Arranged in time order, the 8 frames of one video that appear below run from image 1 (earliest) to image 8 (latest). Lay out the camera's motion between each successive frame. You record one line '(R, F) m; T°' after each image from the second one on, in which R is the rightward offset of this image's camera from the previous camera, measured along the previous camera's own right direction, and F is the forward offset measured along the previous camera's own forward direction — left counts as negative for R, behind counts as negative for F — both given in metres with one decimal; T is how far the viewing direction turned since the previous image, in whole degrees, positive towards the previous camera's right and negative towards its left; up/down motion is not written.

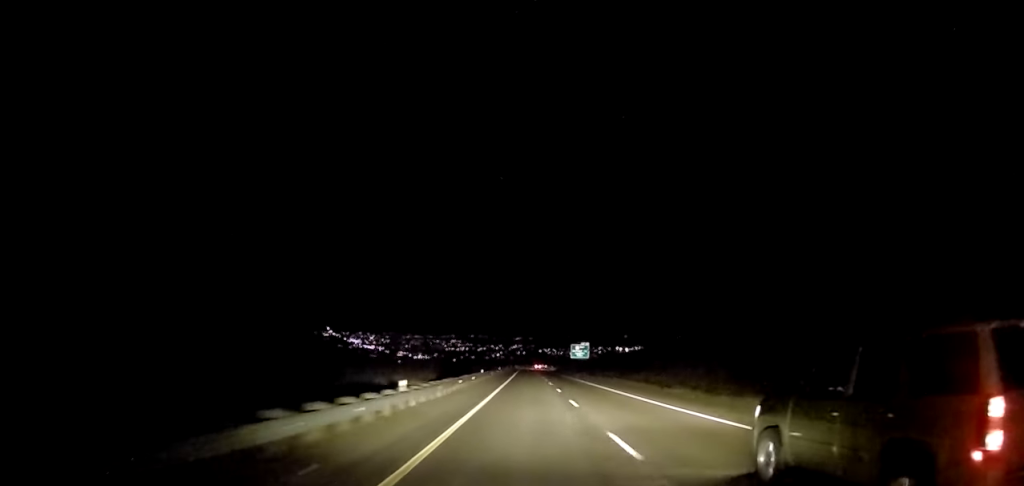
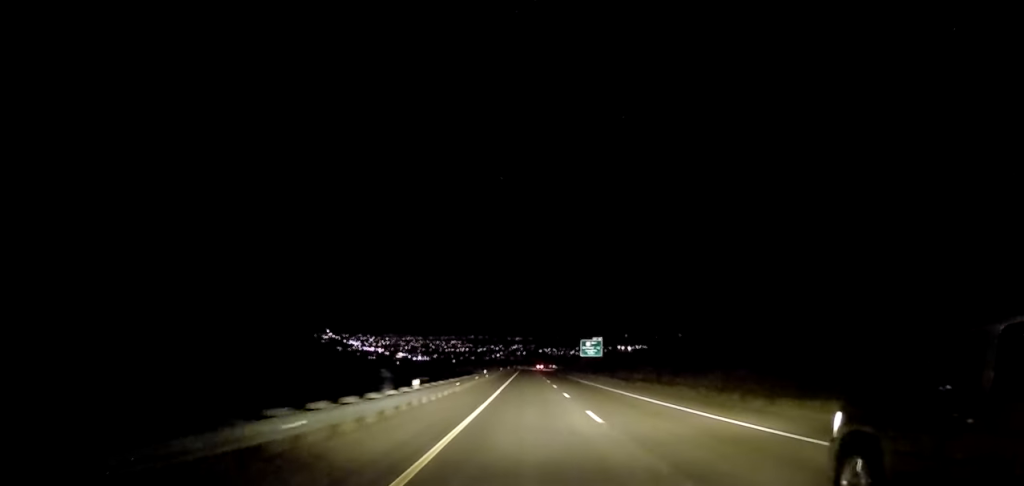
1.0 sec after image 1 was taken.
(0.0, +30.1) m; 0°
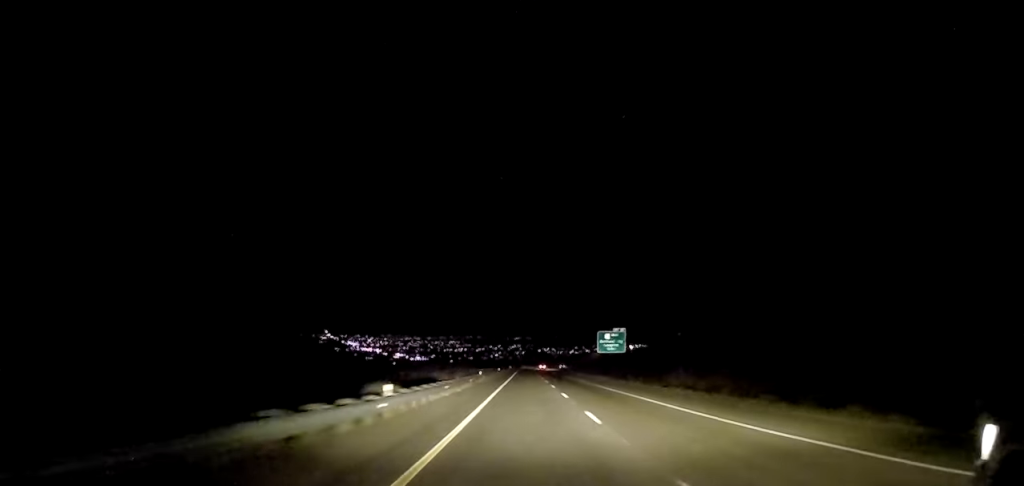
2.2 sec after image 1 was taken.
(0.0, +37.2) m; 0°
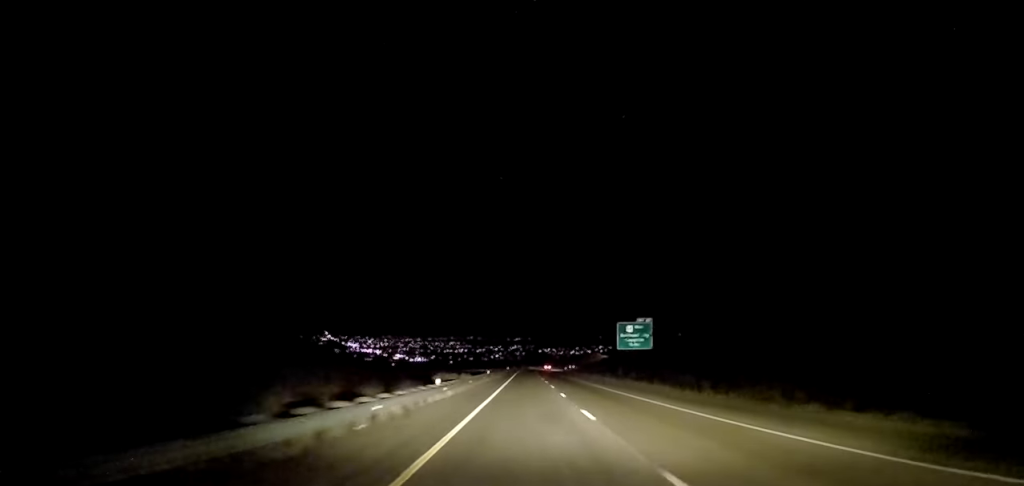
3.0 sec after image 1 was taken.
(0.0, +23.2) m; 0°
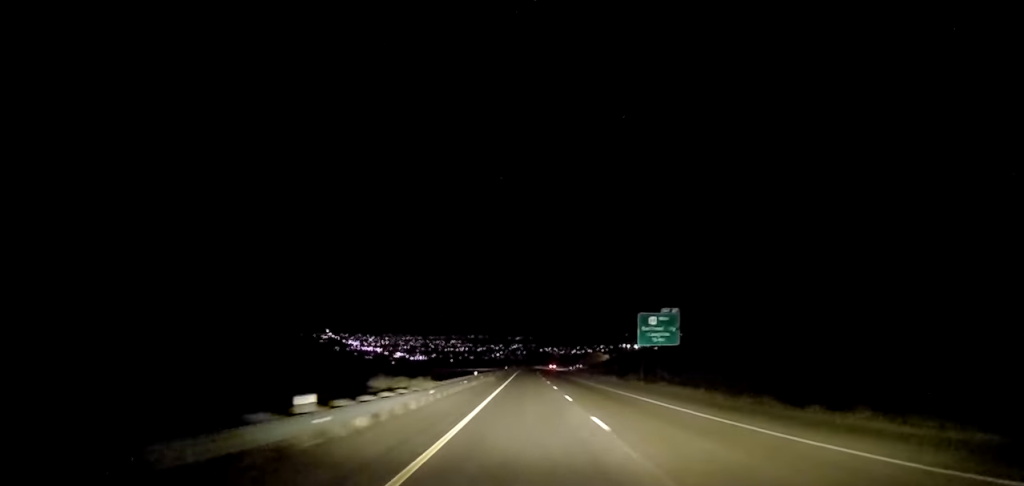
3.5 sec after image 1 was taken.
(0.0, +15.1) m; 0°
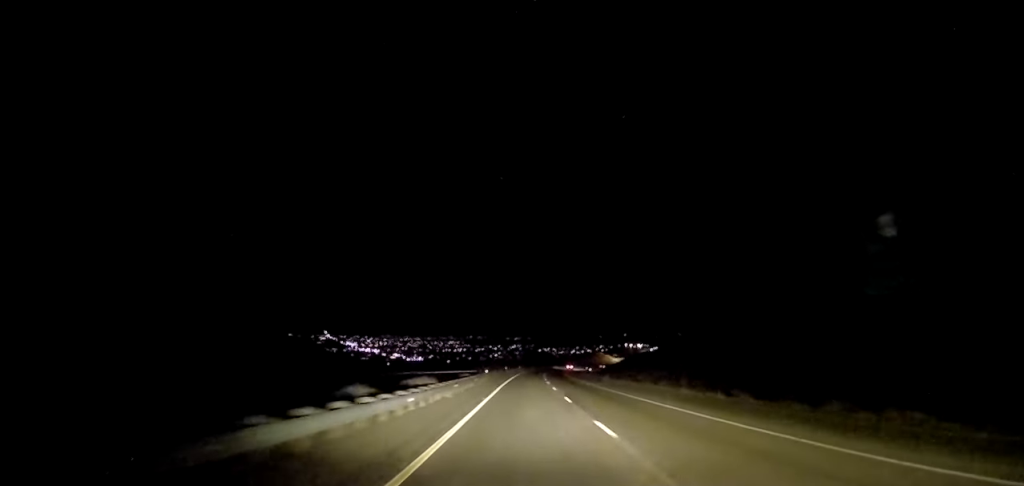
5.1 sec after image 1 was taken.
(0.0, +49.3) m; 0°
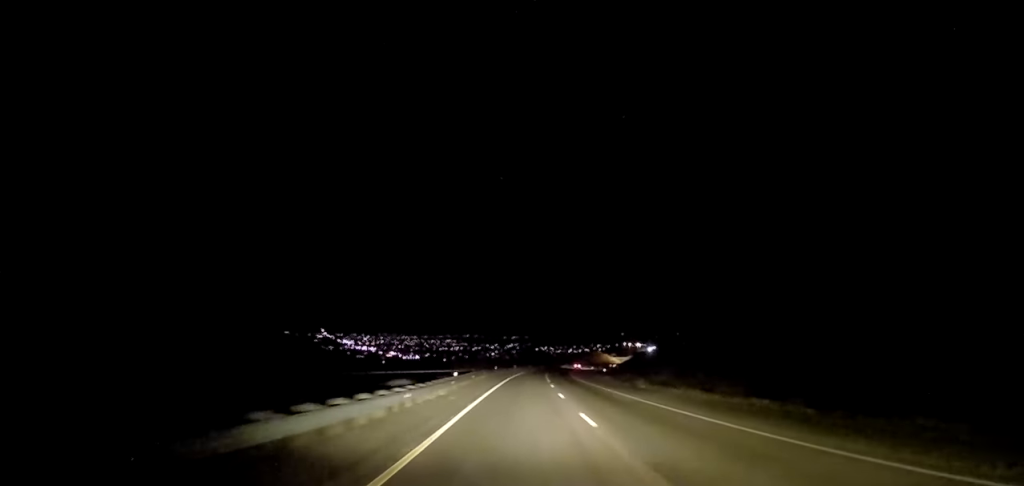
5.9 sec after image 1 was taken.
(0.0, +22.2) m; 0°
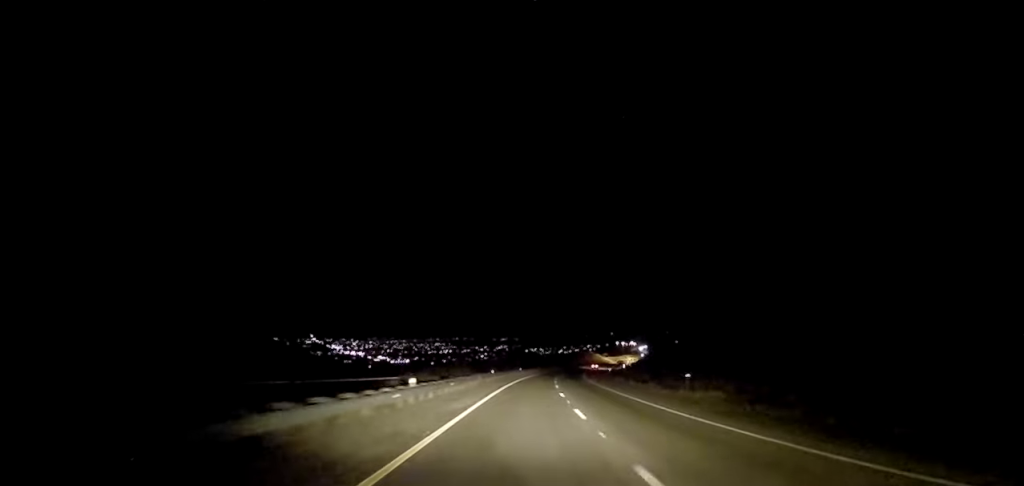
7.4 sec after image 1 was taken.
(0.0, +45.3) m; 0°
